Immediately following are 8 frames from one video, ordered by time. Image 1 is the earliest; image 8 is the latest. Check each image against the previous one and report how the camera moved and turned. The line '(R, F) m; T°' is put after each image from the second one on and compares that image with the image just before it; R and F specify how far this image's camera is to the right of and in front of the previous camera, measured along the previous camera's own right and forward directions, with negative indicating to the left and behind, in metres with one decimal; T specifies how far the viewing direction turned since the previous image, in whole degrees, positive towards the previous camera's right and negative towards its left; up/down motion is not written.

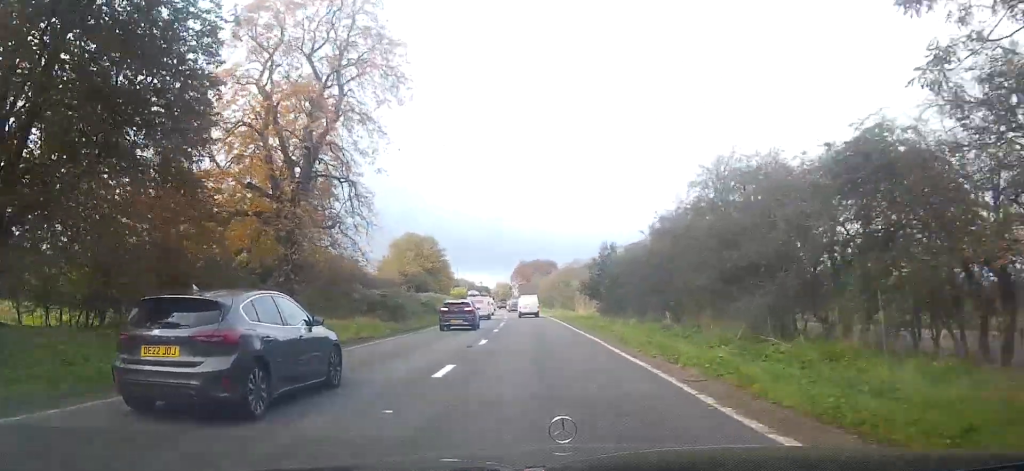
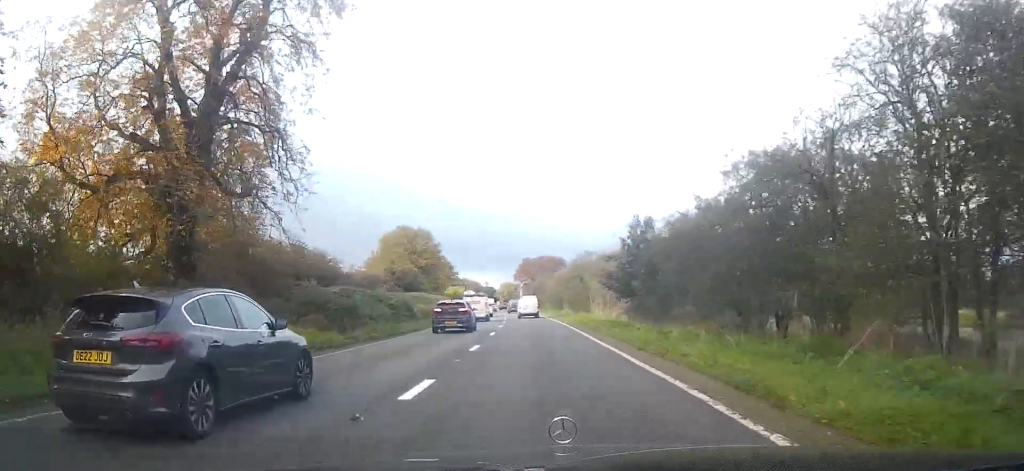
(0.0, +11.0) m; 0°
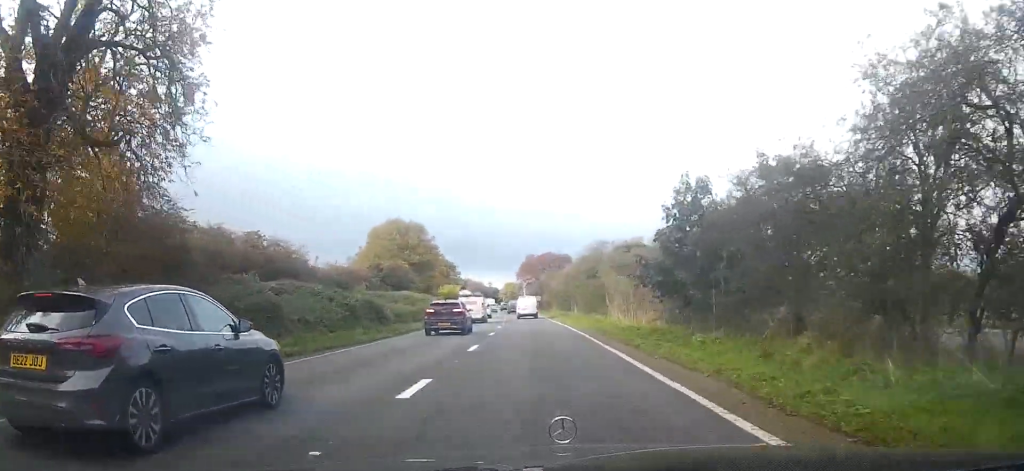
(0.0, +8.5) m; 0°
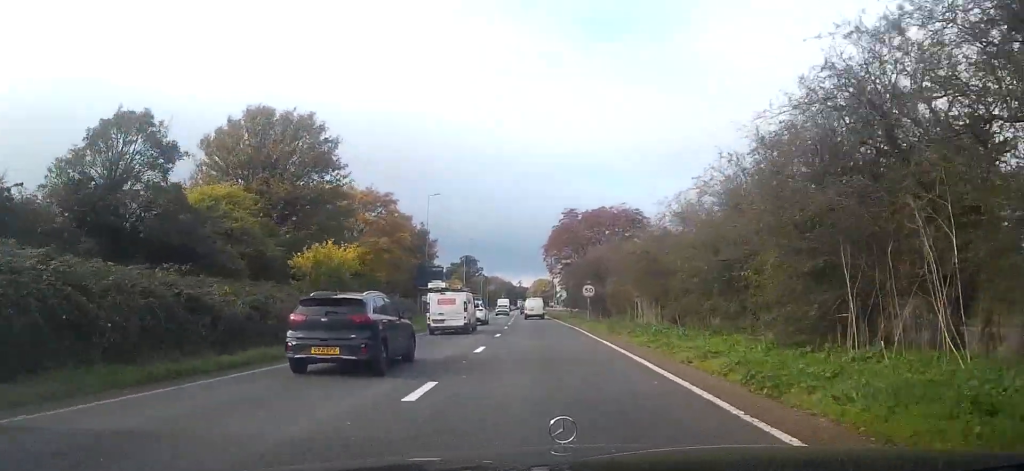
(0.0, +52.7) m; 0°
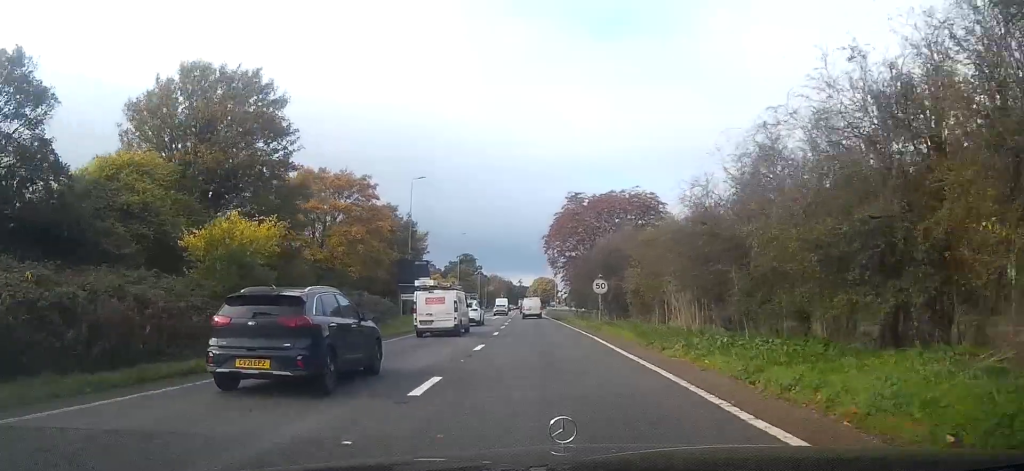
(0.0, +8.2) m; -2°
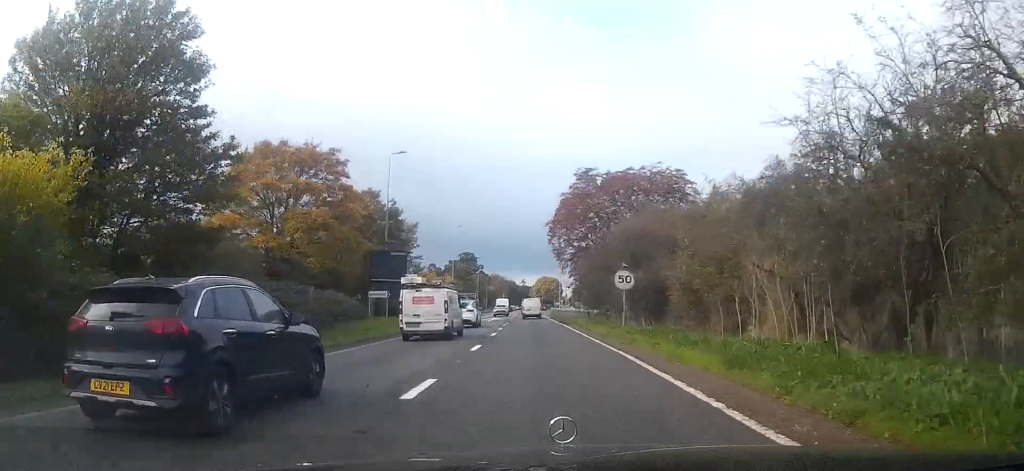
(+0.1, +9.3) m; -2°
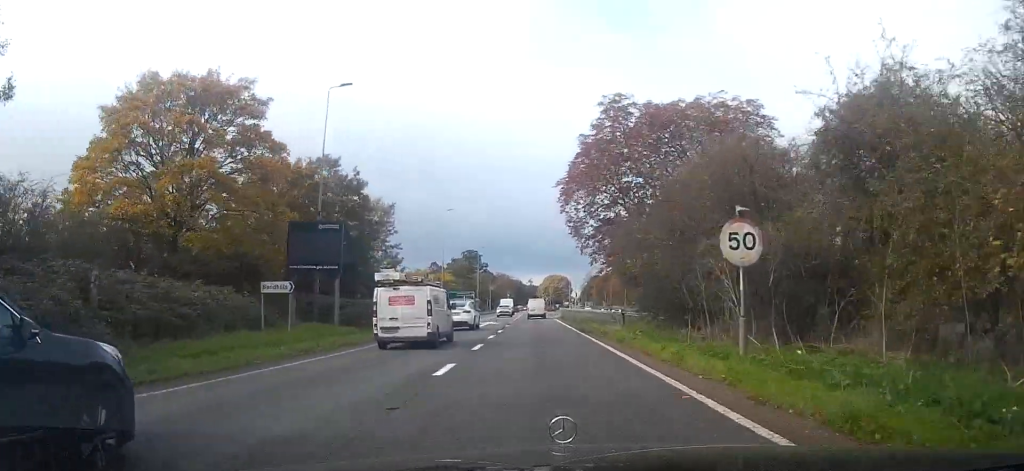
(-0.7, +15.4) m; -3°
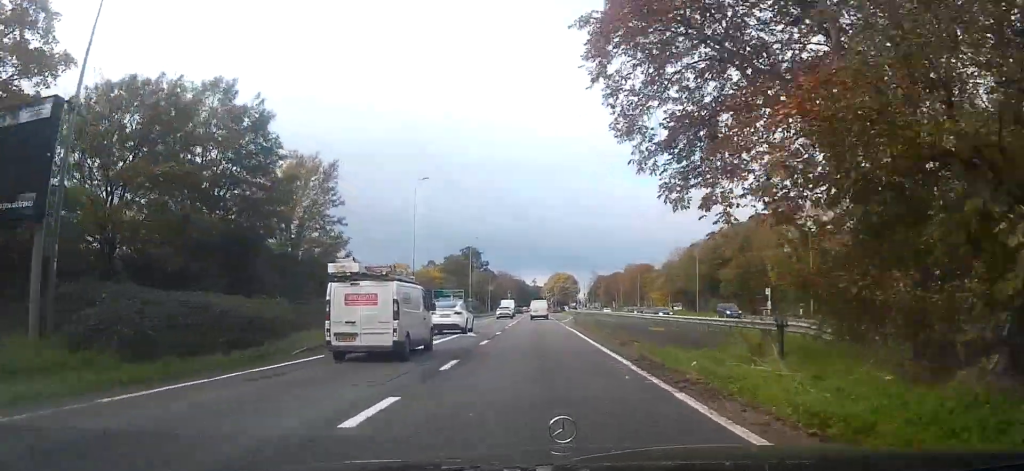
(0.0, +18.2) m; 0°
